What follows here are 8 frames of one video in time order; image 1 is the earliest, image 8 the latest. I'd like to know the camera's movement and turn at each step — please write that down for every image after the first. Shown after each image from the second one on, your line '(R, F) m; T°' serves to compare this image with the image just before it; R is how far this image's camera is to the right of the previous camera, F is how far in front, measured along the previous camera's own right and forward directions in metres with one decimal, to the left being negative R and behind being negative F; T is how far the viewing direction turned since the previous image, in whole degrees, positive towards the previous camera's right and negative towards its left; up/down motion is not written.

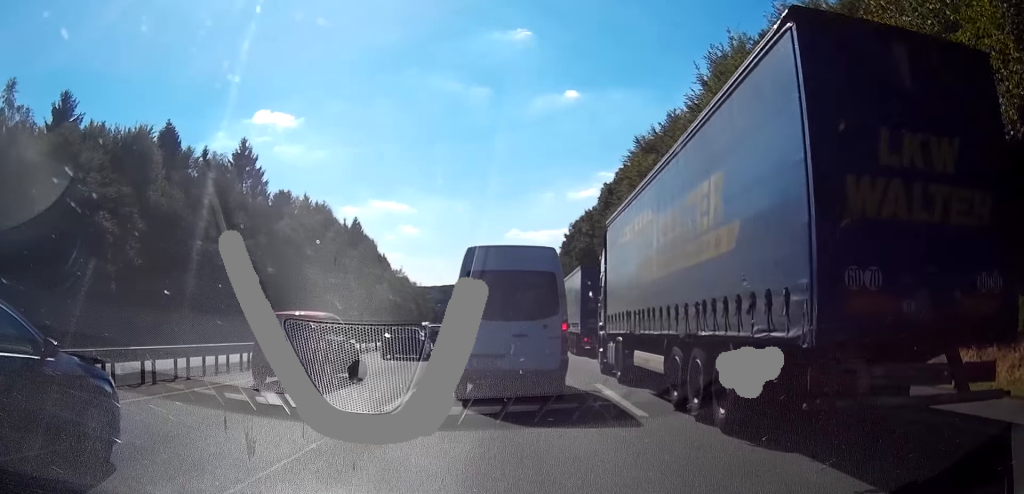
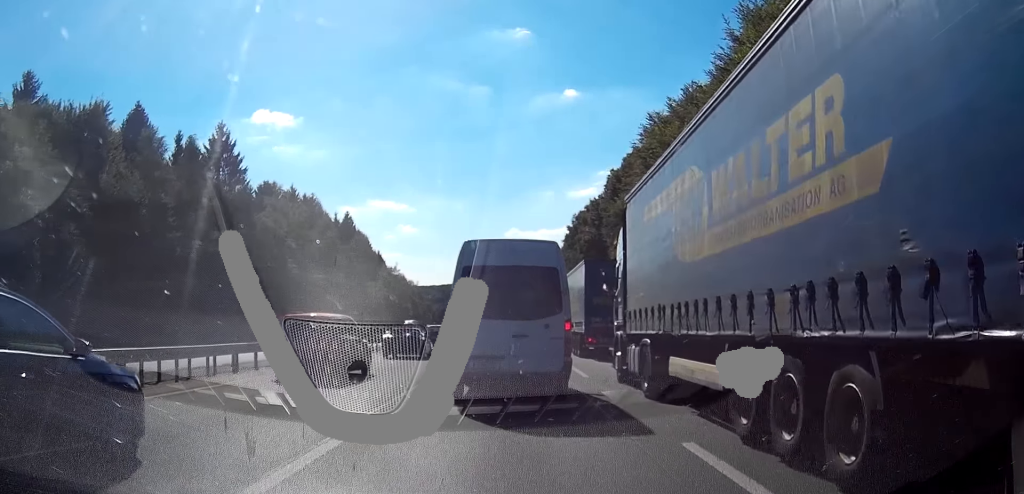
(+0.2, +7.9) m; +1°
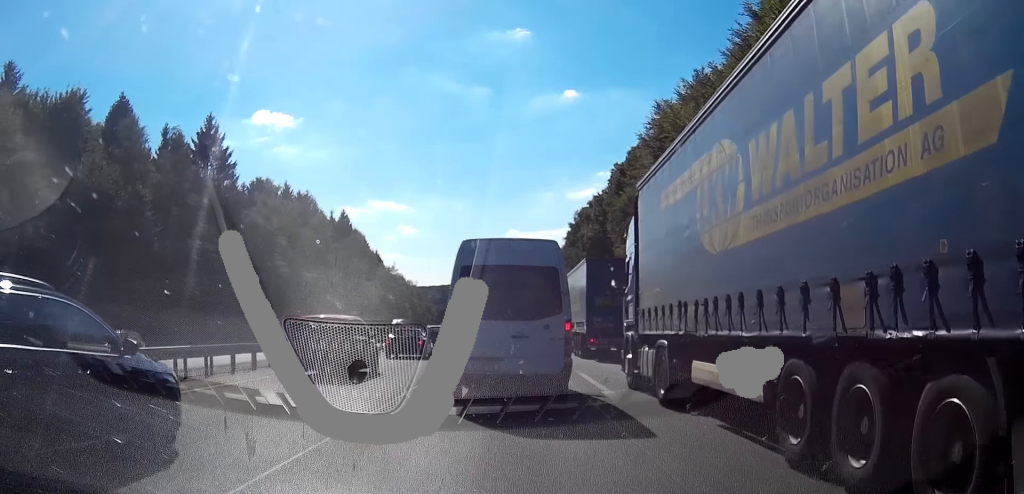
(0.0, +4.0) m; -3°
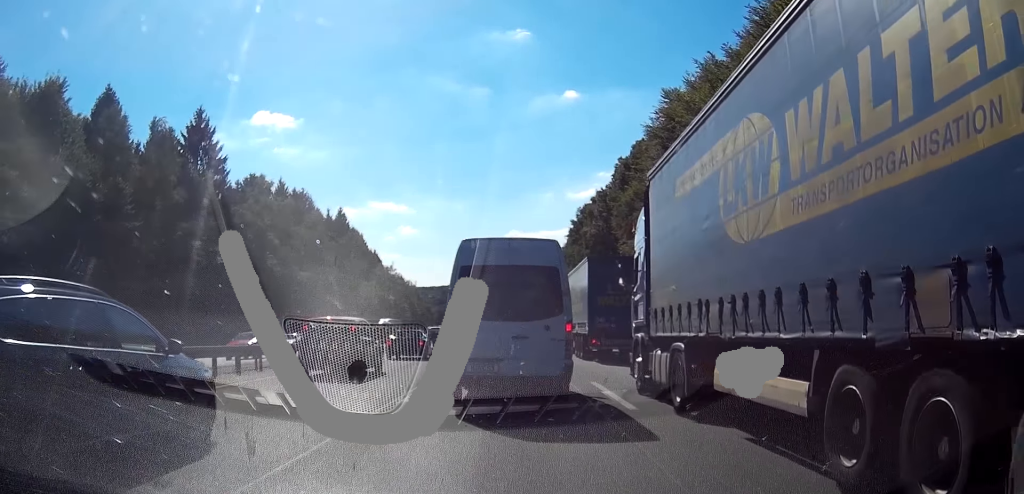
(-0.2, +3.4) m; +1°
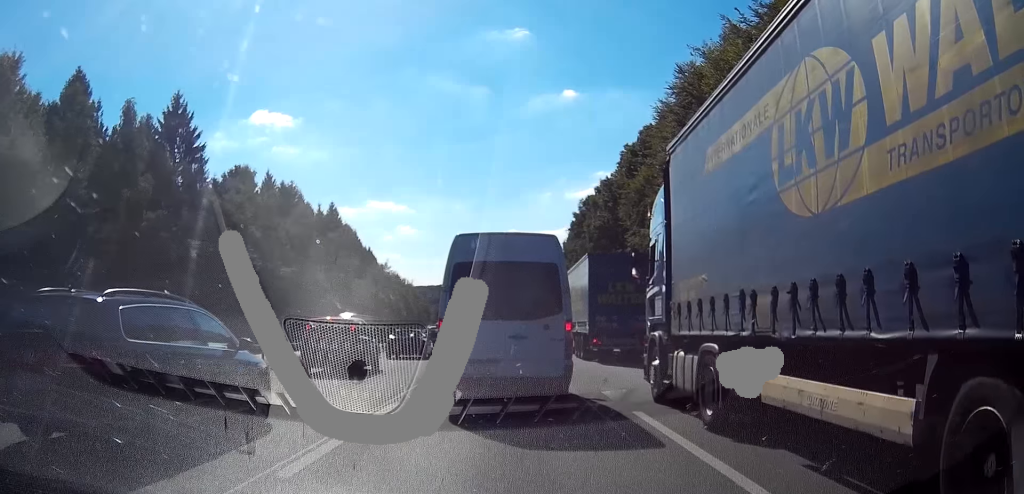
(+0.3, +6.4) m; +6°
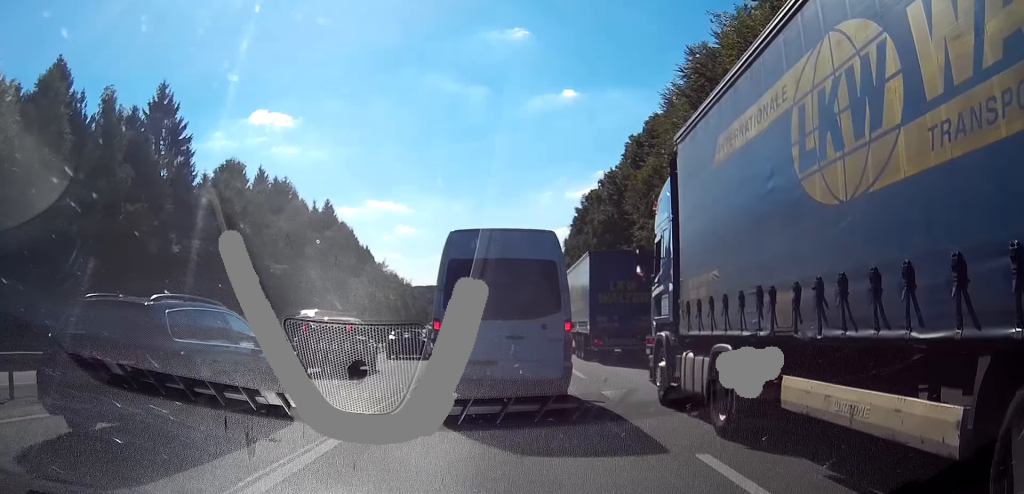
(+0.1, +3.8) m; -2°
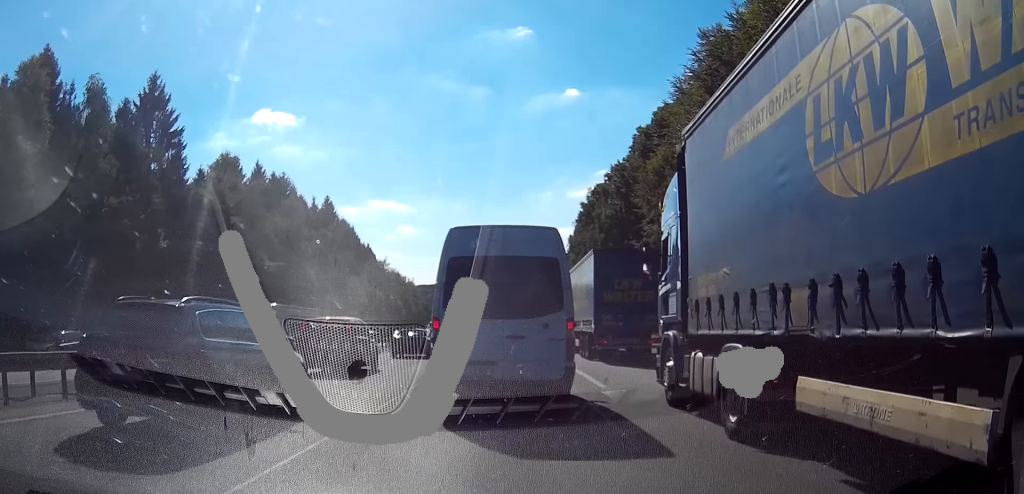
(+0.1, +3.1) m; -3°
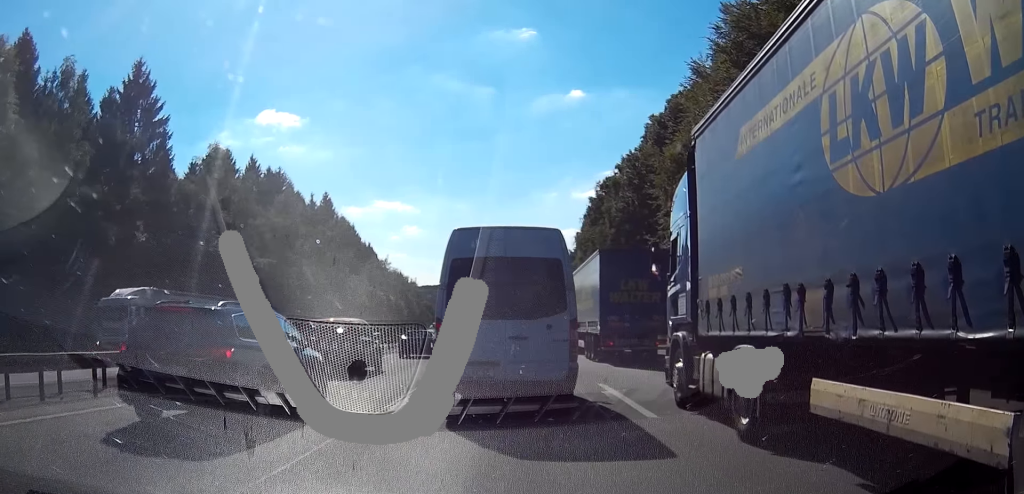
(-0.5, +4.9) m; -4°
